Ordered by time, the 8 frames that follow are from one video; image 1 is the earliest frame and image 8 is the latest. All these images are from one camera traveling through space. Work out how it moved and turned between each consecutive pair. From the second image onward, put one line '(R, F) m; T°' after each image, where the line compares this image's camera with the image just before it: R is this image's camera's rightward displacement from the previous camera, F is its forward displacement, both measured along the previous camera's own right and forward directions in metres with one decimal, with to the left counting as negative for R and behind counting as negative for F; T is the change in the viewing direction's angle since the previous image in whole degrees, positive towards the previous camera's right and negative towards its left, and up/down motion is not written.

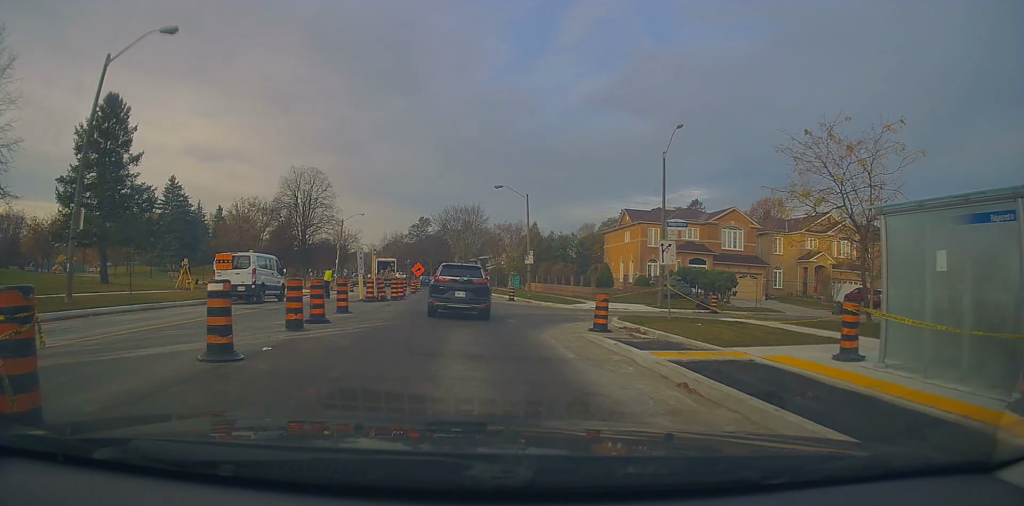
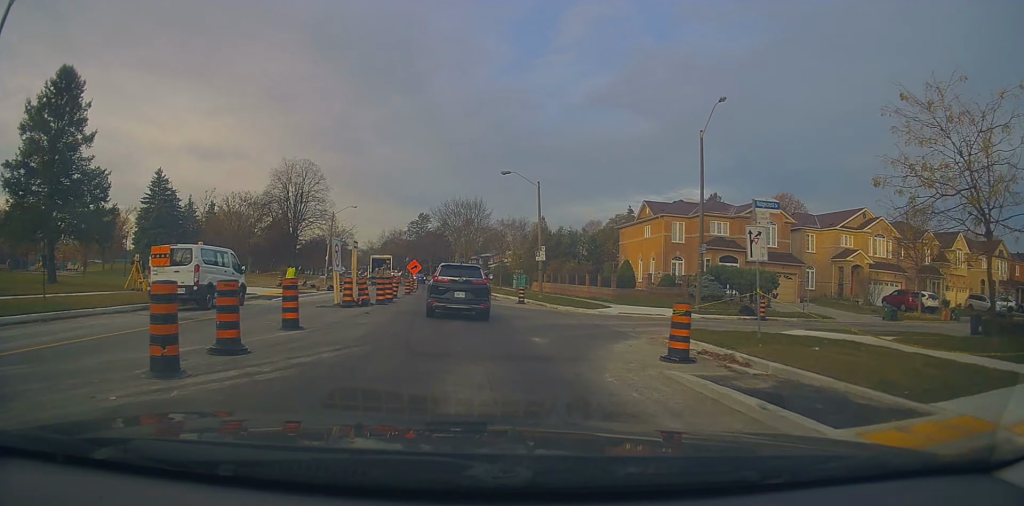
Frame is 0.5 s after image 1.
(0.0, +5.4) m; 0°
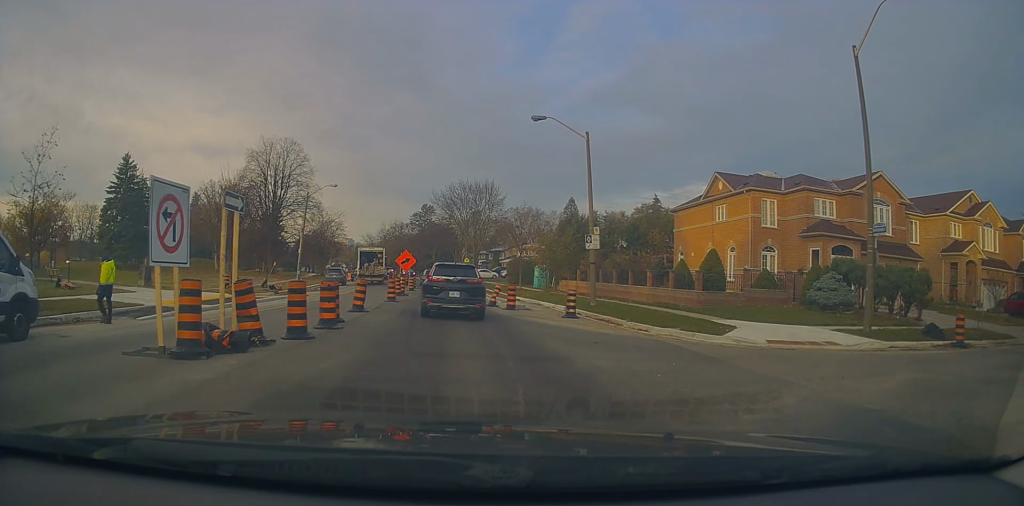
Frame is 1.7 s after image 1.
(0.0, +13.2) m; 0°
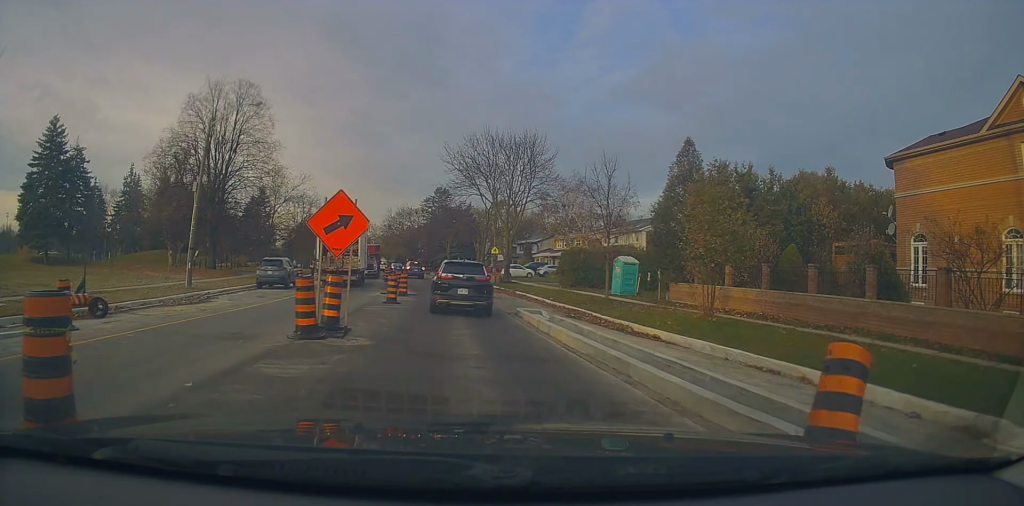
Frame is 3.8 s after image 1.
(-0.3, +22.4) m; -1°
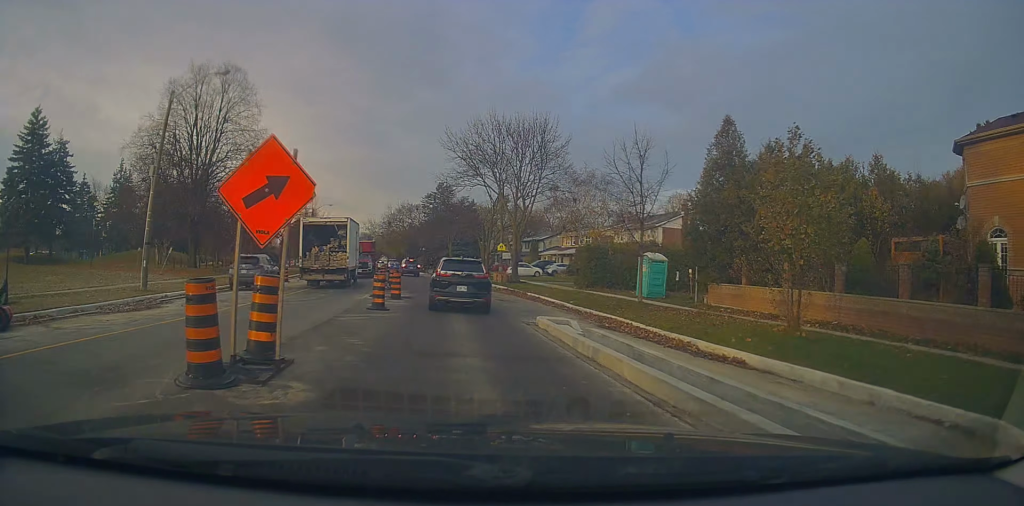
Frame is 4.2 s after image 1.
(0.0, +4.3) m; 0°
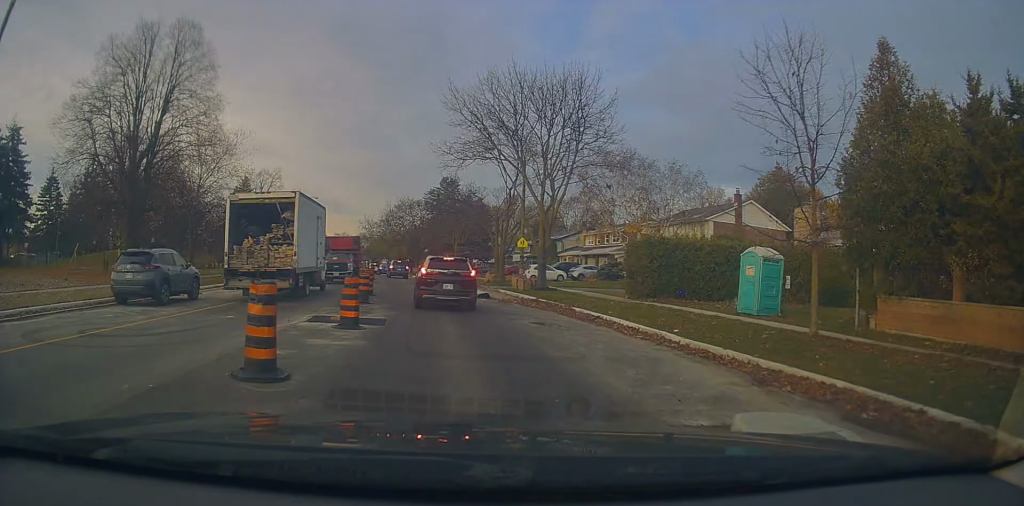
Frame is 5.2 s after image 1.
(-0.1, +10.4) m; -2°
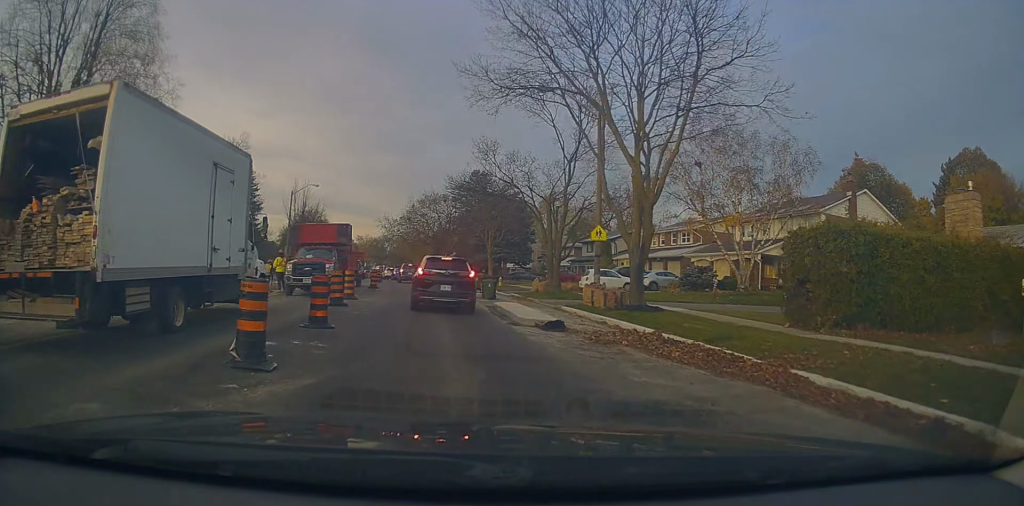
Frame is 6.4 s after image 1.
(-0.4, +12.2) m; -3°
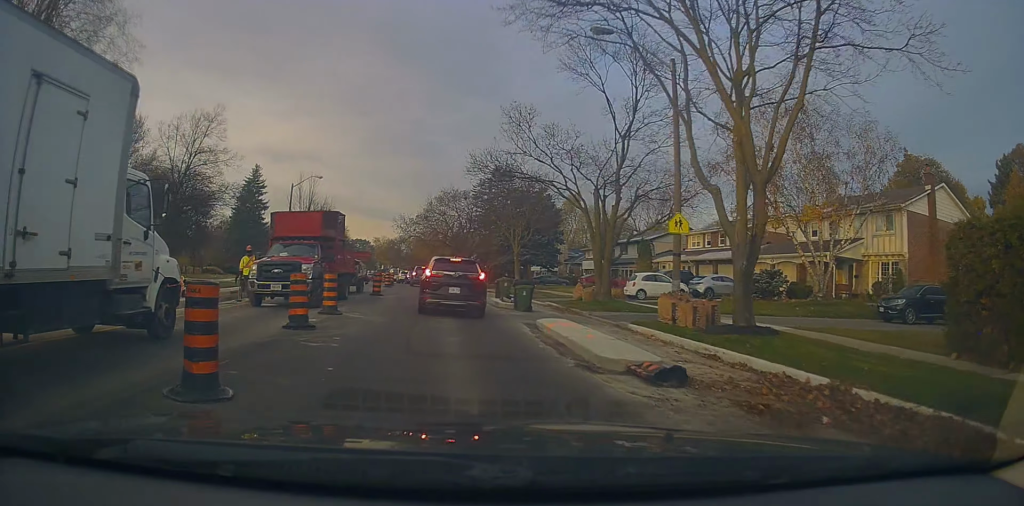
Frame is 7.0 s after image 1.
(0.0, +6.3) m; -1°
